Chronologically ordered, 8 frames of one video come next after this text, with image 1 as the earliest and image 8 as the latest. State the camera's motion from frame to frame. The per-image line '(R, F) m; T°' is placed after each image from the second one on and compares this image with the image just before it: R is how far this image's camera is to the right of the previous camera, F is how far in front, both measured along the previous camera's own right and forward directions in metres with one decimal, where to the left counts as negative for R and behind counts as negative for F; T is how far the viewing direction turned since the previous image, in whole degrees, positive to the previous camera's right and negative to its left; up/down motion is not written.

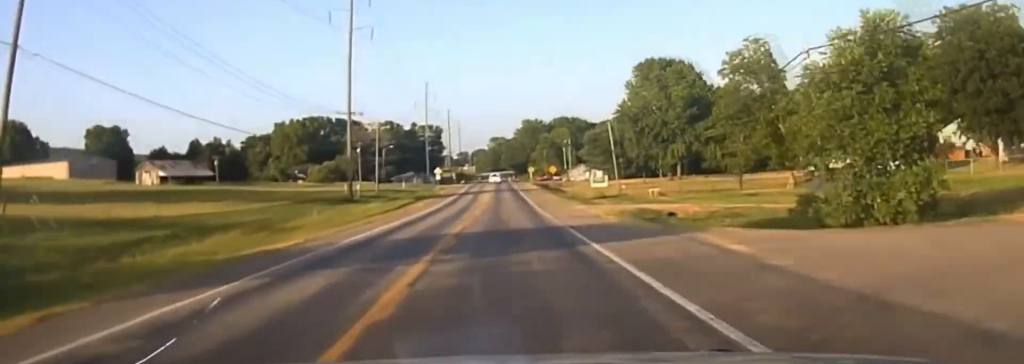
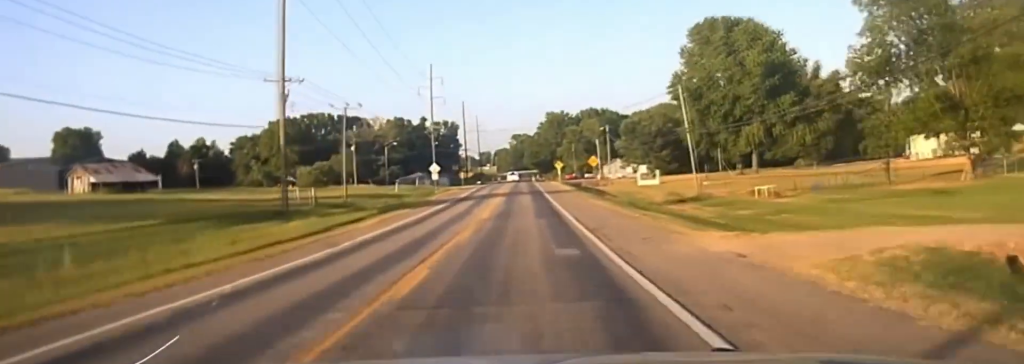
(-1.0, +34.1) m; -2°
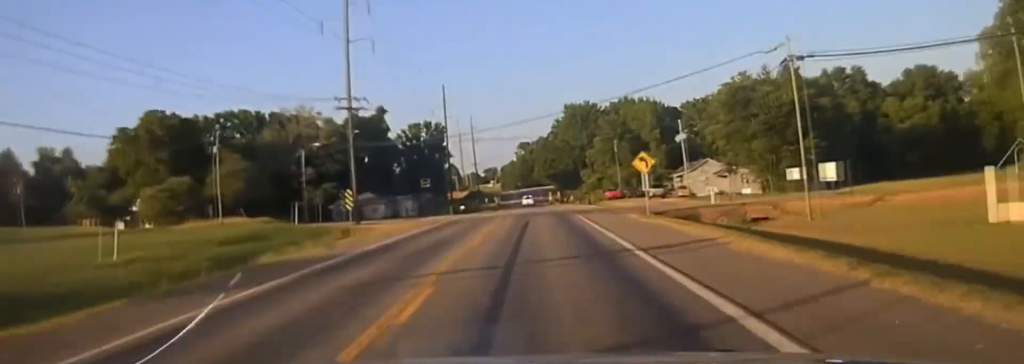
(-0.7, +87.2) m; -1°
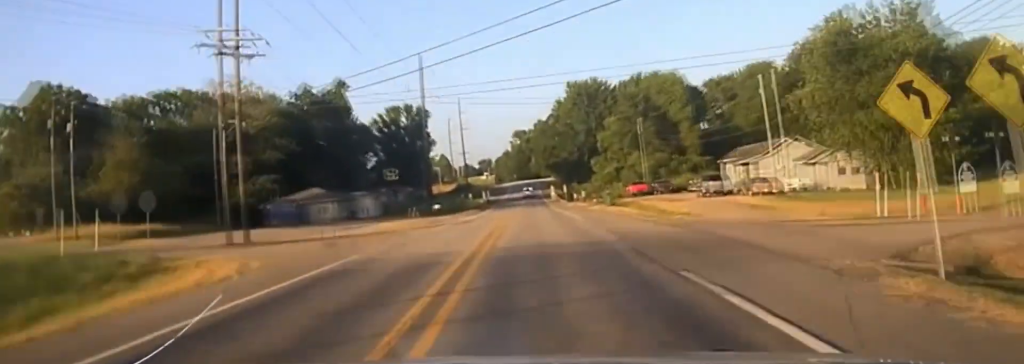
(-0.1, +34.2) m; 0°
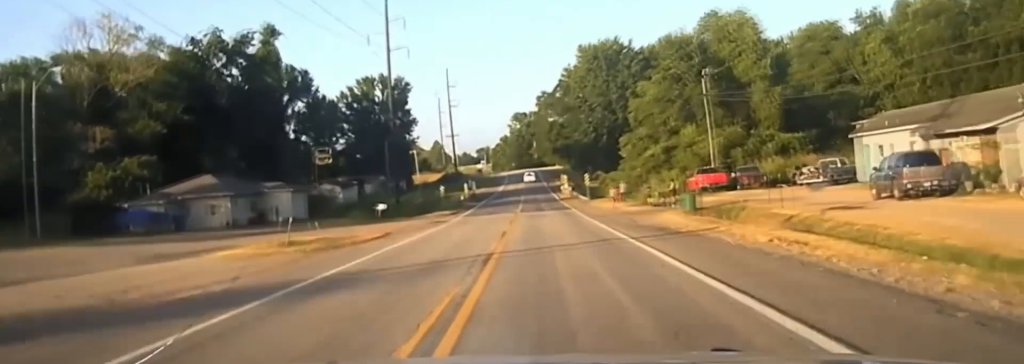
(+0.2, +37.7) m; +1°
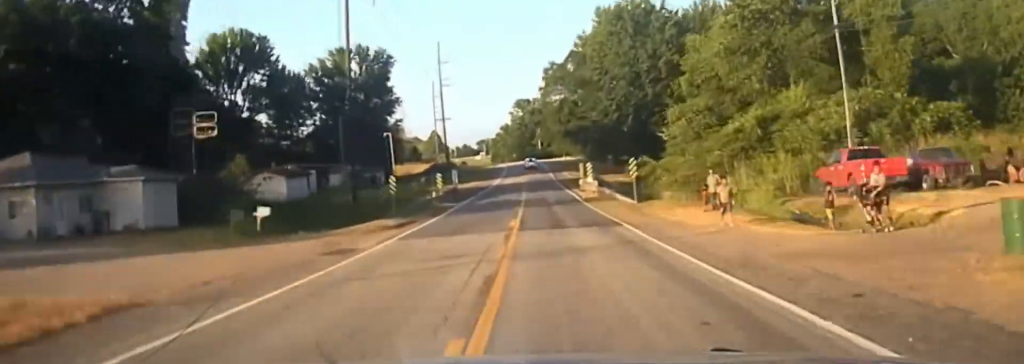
(+0.1, +29.1) m; 0°
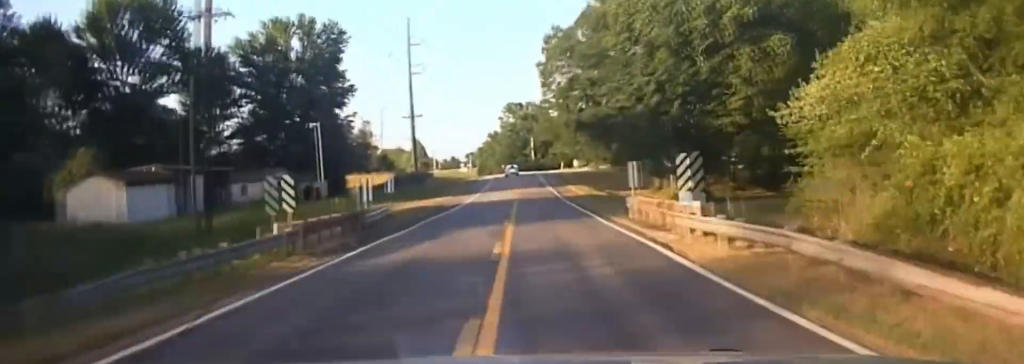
(0.0, +35.5) m; 0°
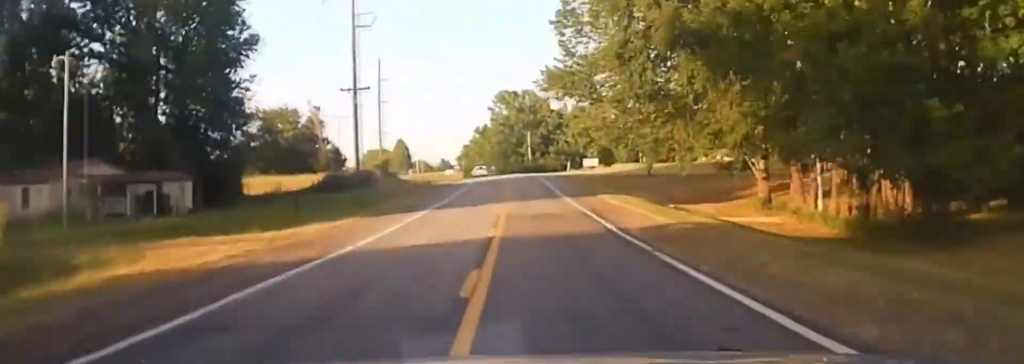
(0.0, +42.1) m; 0°
